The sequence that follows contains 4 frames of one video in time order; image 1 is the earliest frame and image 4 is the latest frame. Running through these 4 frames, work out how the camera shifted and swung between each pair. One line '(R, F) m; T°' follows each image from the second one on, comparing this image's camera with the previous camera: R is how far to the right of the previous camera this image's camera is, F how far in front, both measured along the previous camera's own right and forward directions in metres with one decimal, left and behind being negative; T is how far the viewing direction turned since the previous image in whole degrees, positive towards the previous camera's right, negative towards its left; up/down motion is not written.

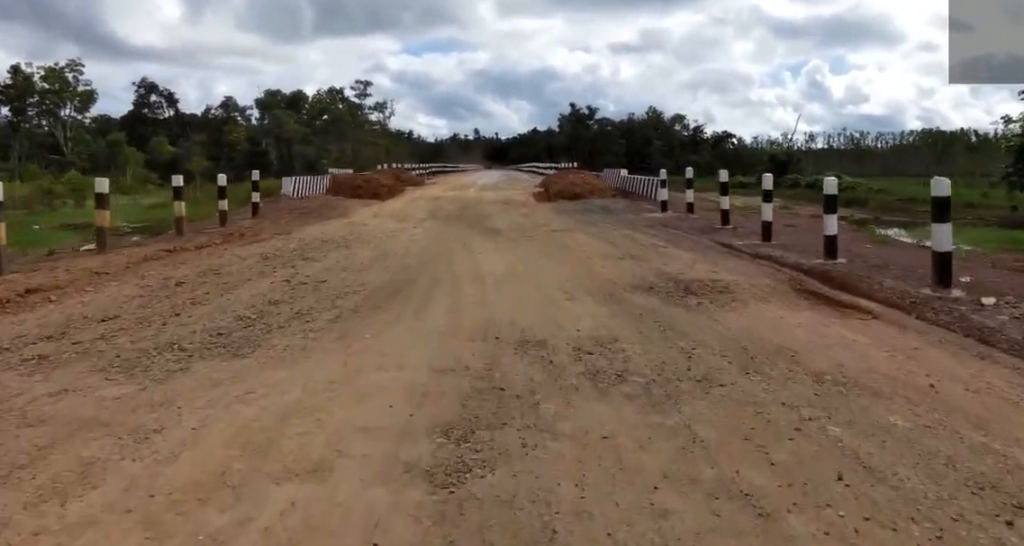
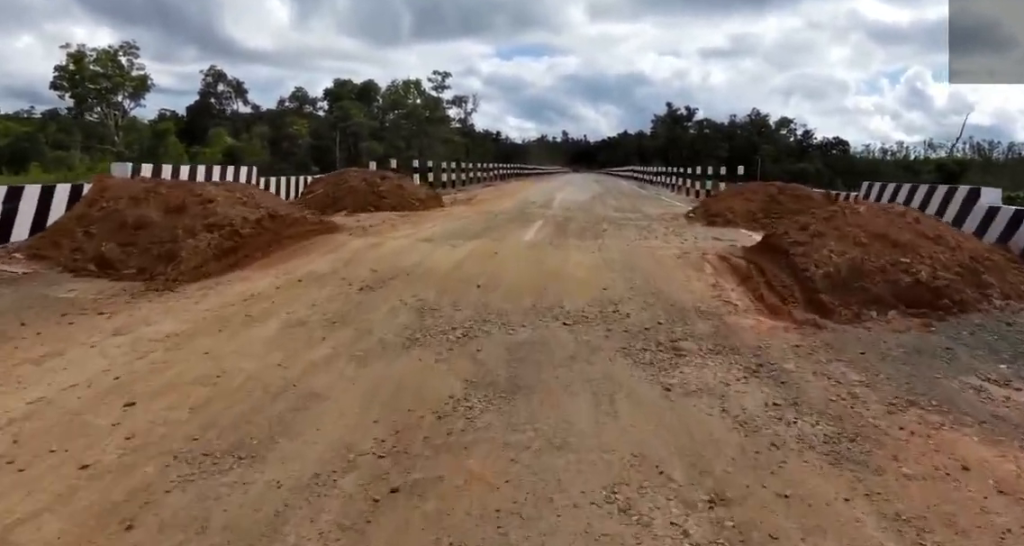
(-0.4, +17.8) m; -4°
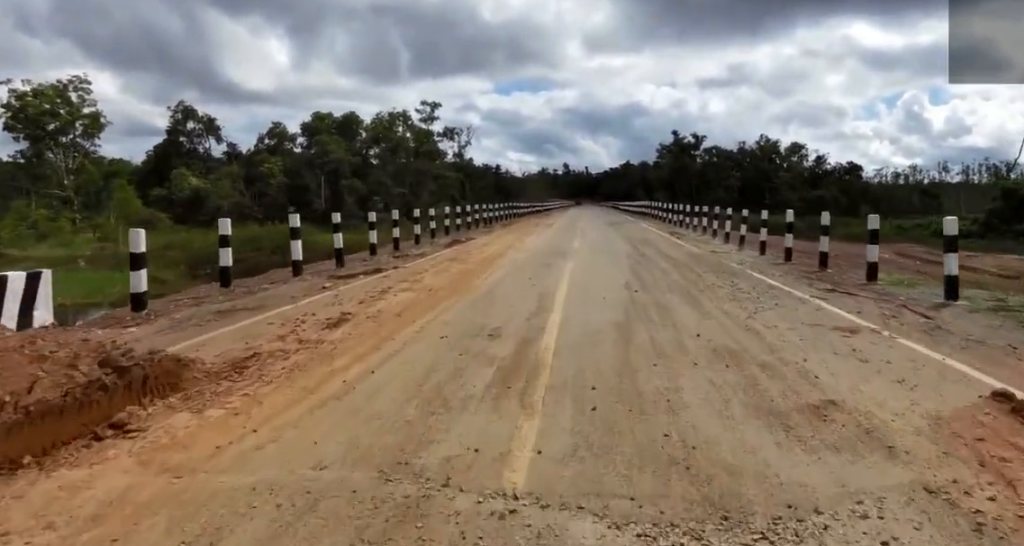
(+1.1, +10.8) m; +1°
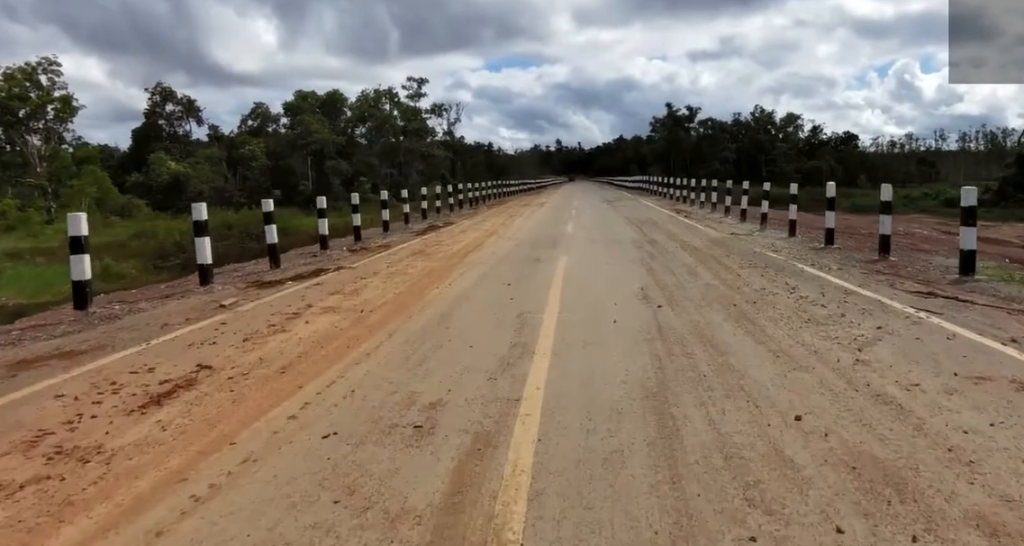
(-0.6, +4.0) m; +2°
